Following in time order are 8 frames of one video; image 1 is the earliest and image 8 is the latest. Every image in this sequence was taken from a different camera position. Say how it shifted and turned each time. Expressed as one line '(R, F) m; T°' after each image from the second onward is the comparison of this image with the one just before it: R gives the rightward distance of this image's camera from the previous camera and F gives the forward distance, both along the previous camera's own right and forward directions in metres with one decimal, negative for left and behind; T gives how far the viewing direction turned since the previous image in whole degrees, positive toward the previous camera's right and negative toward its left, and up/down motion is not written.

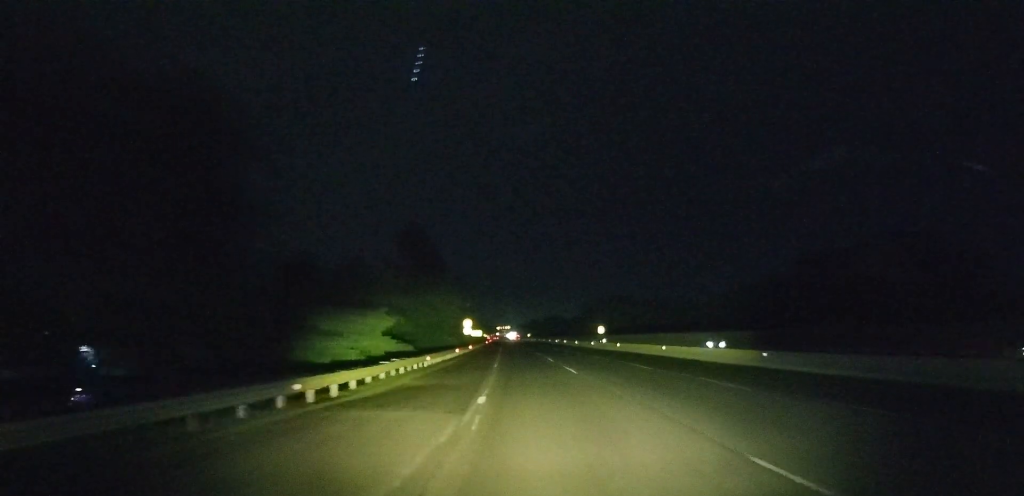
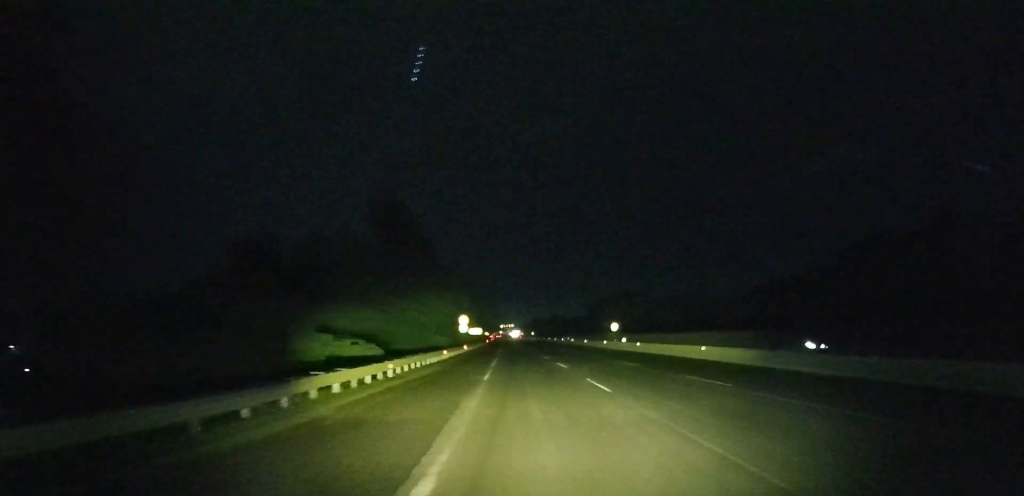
(0.0, +9.8) m; 0°
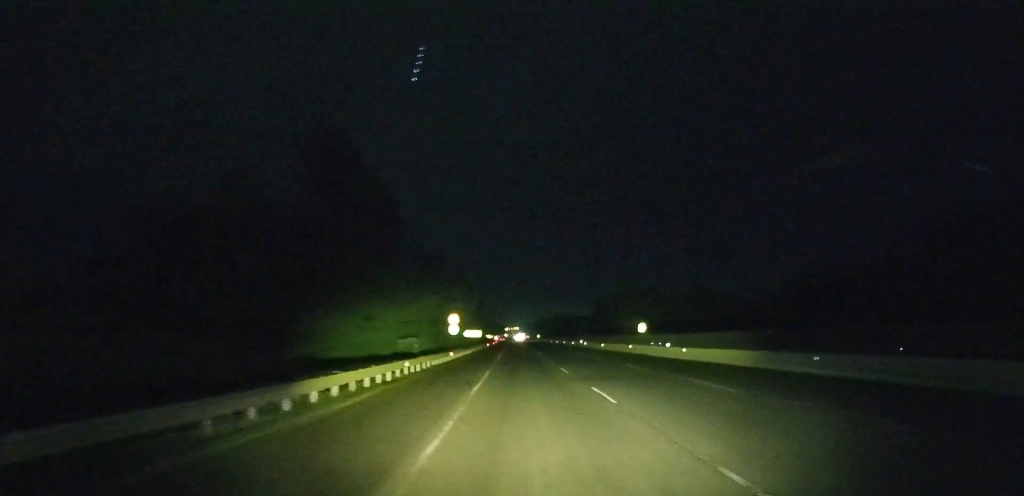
(0.0, +15.4) m; 0°
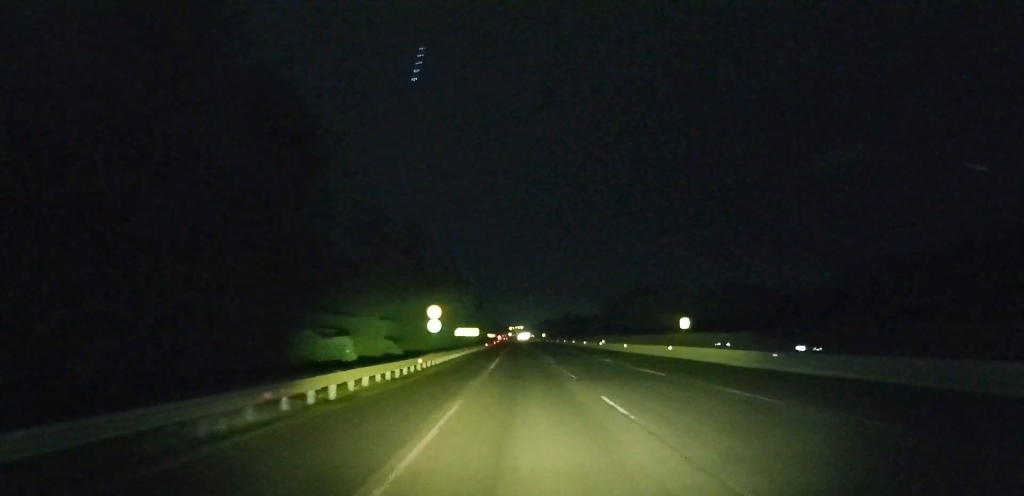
(-0.1, +16.1) m; 0°
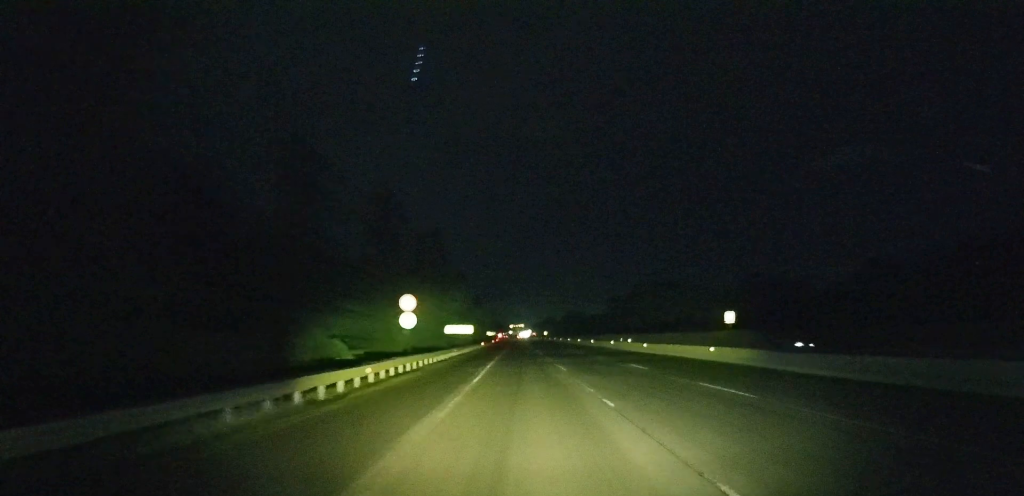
(0.0, +9.9) m; 0°
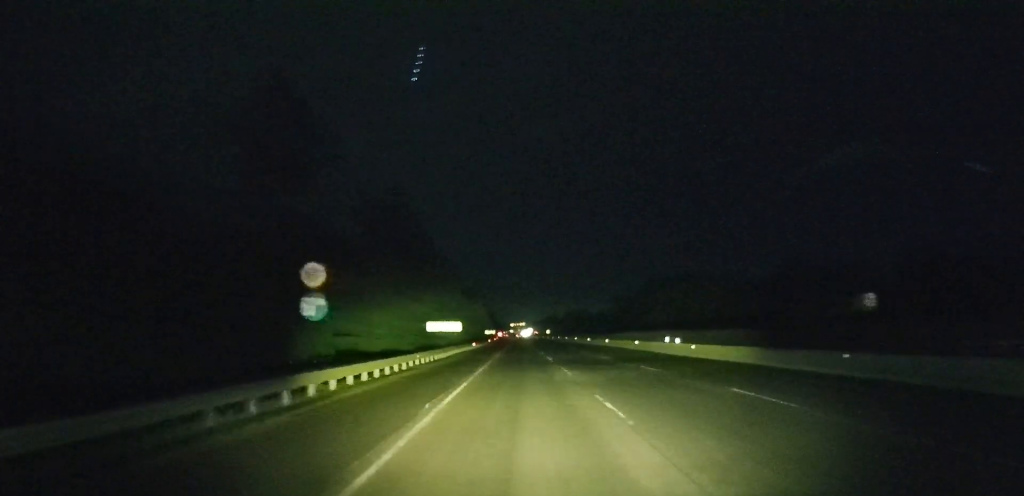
(0.0, +16.1) m; 0°
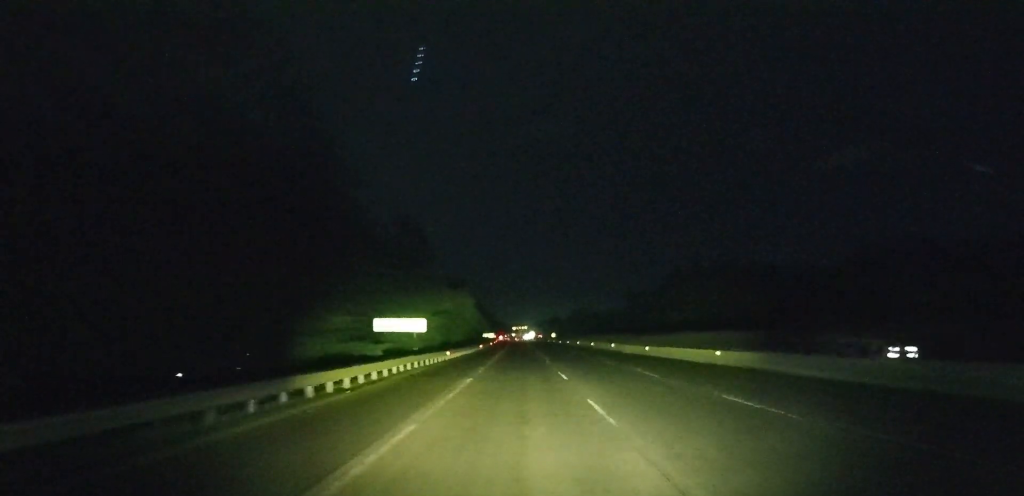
(0.0, +23.0) m; 0°
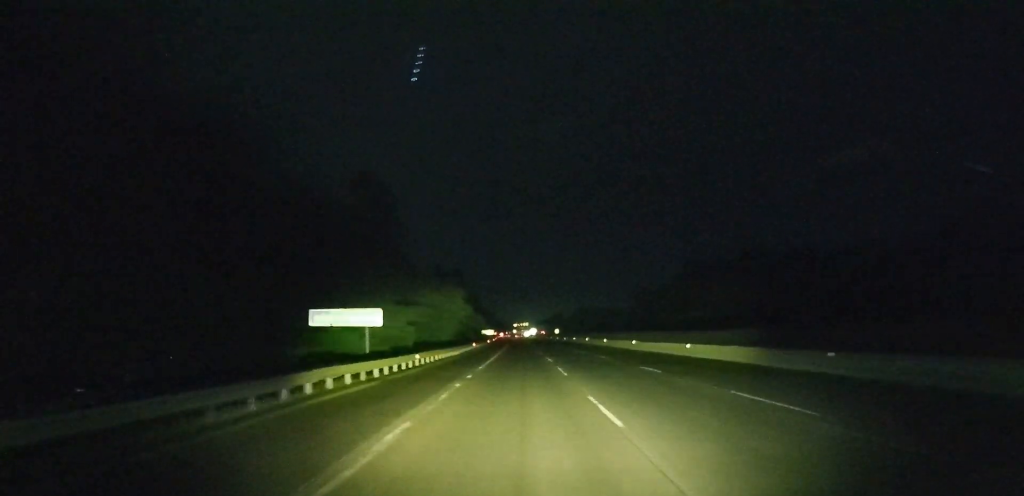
(0.0, +11.8) m; 0°
